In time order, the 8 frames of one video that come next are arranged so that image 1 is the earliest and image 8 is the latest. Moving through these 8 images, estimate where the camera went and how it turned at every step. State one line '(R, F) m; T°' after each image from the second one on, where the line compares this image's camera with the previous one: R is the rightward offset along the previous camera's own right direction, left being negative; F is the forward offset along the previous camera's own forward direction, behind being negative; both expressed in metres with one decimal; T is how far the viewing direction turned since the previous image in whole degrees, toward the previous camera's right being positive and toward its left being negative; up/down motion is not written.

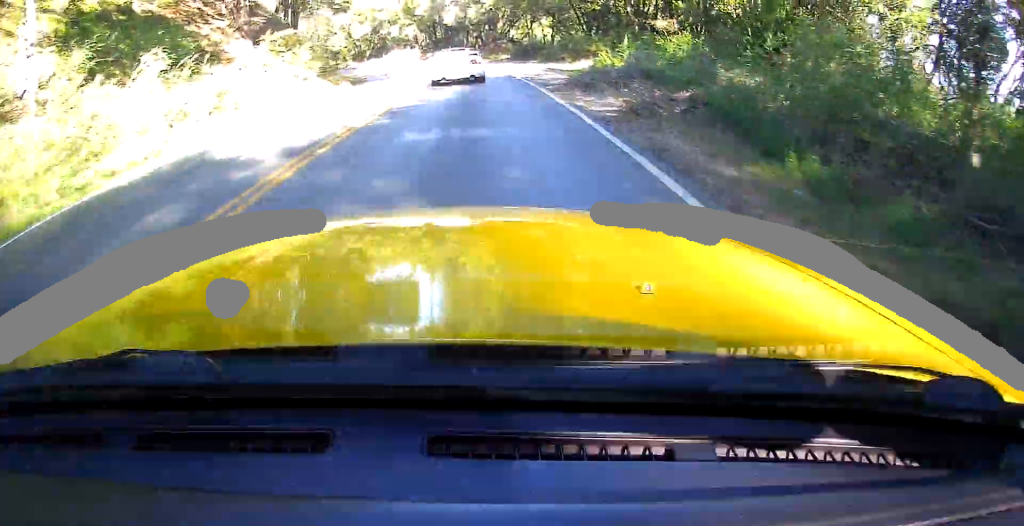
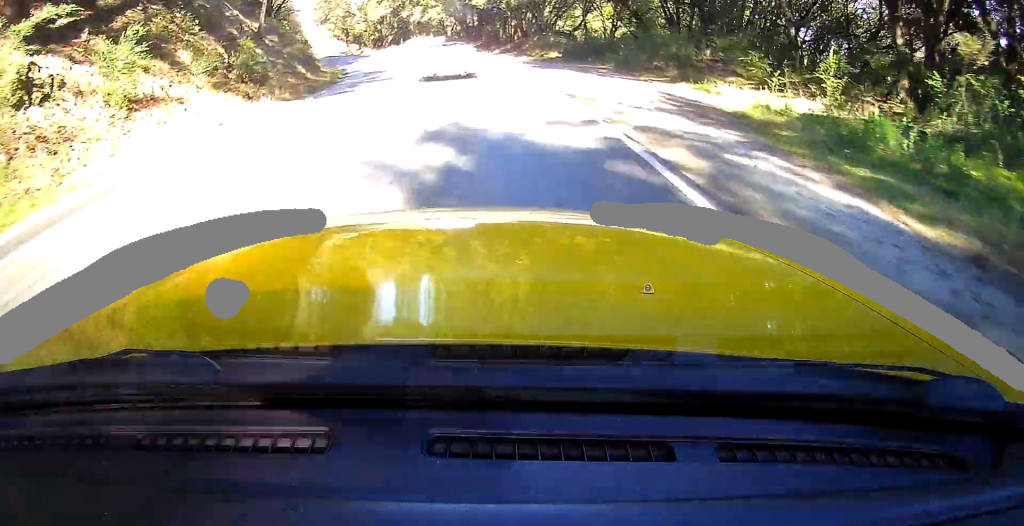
(-0.4, +16.2) m; -1°
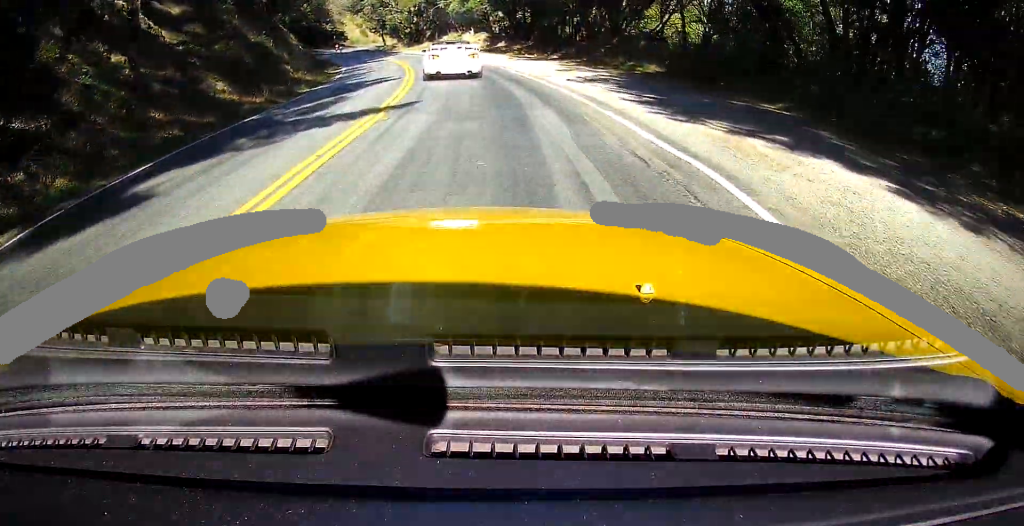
(-0.1, +14.1) m; -2°
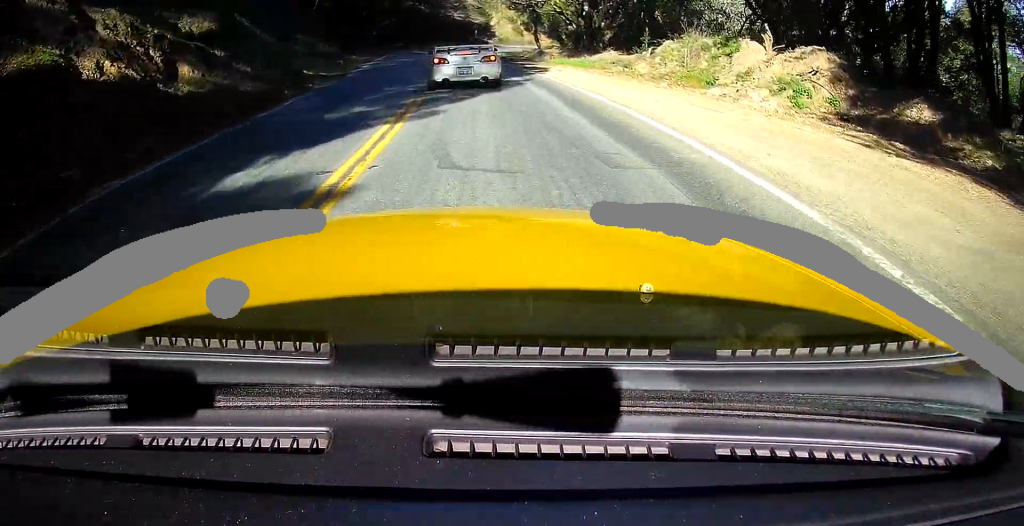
(-3.4, +40.3) m; -13°
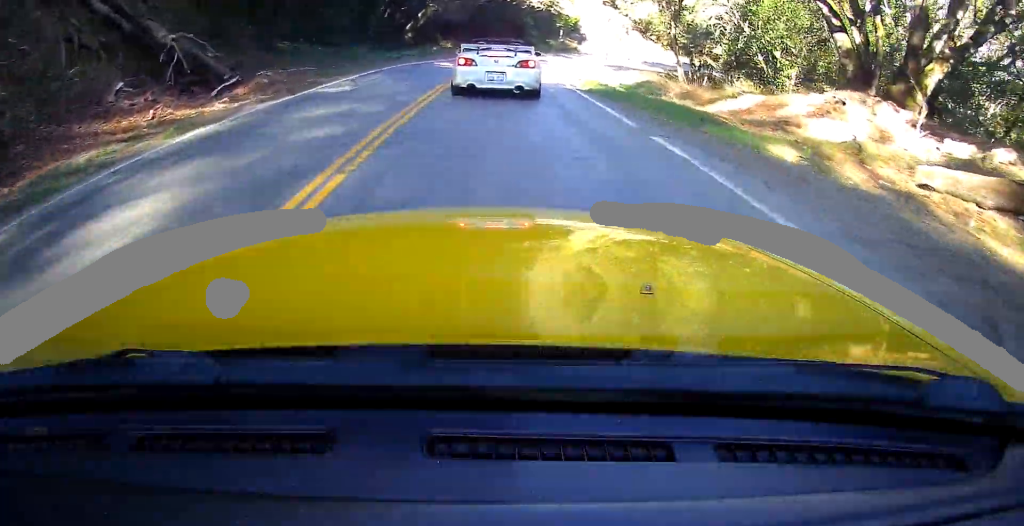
(-5.2, +37.3) m; -13°
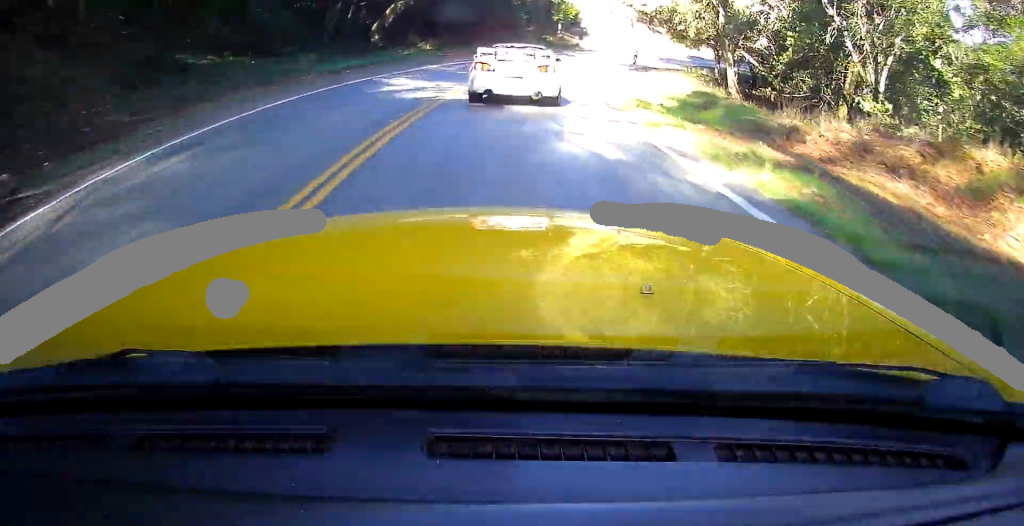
(-0.7, +13.3) m; -2°
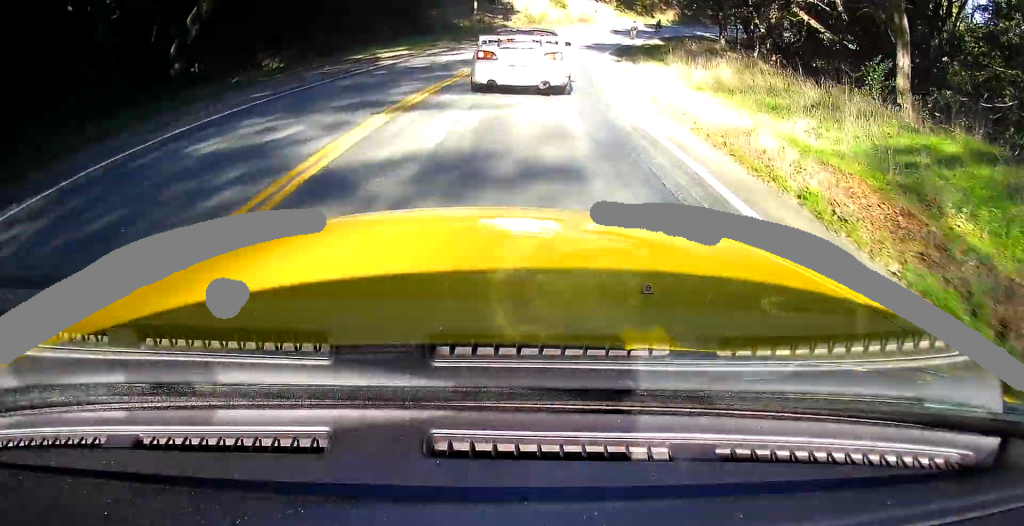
(+0.5, +23.0) m; +3°
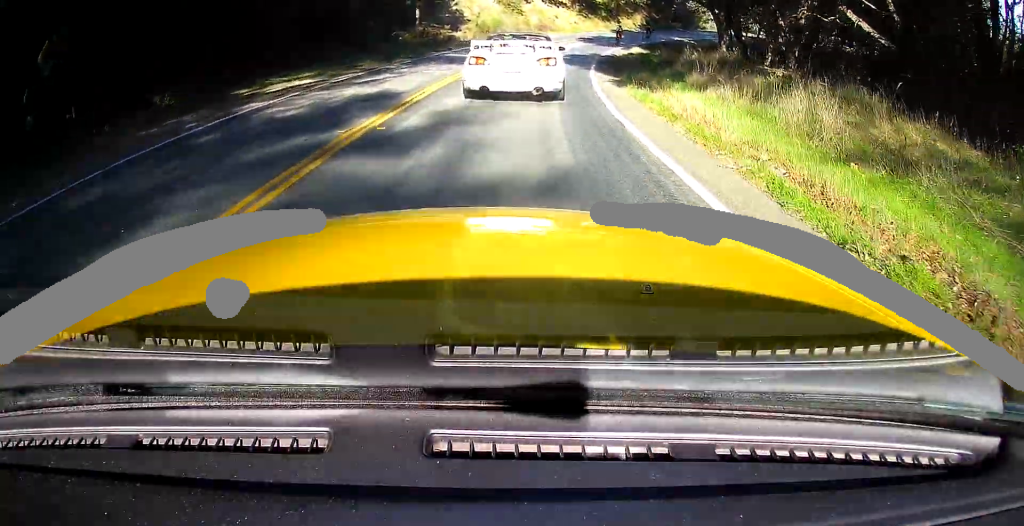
(+0.2, +8.9) m; +2°
